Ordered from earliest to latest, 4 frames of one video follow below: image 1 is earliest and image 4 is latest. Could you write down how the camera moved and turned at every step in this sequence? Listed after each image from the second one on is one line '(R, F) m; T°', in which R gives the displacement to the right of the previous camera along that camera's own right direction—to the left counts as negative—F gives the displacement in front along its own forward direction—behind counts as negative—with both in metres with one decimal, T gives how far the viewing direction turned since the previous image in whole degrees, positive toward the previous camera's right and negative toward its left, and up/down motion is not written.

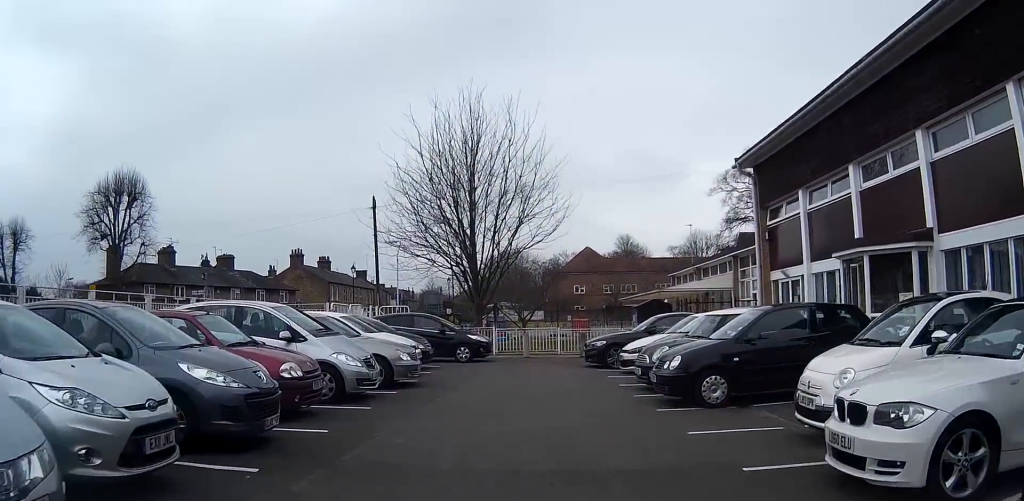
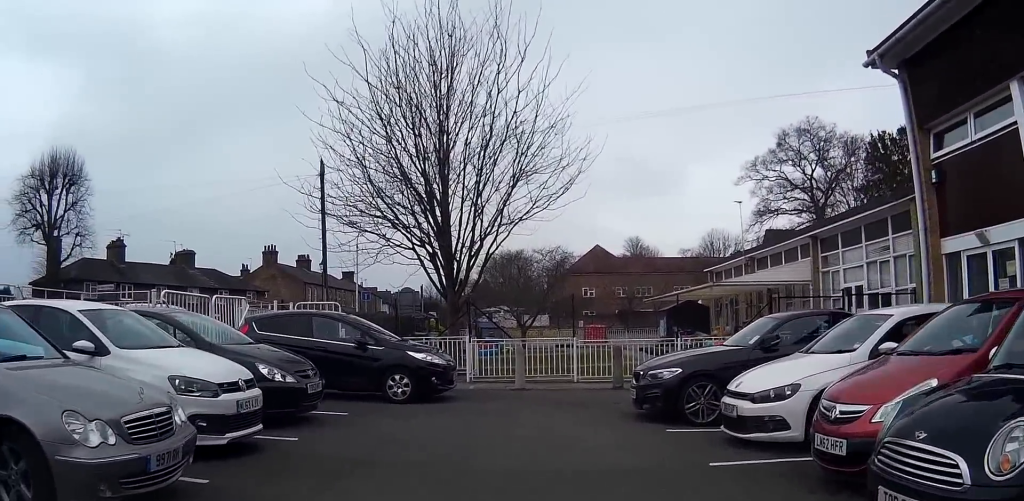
(-0.4, +10.7) m; -7°
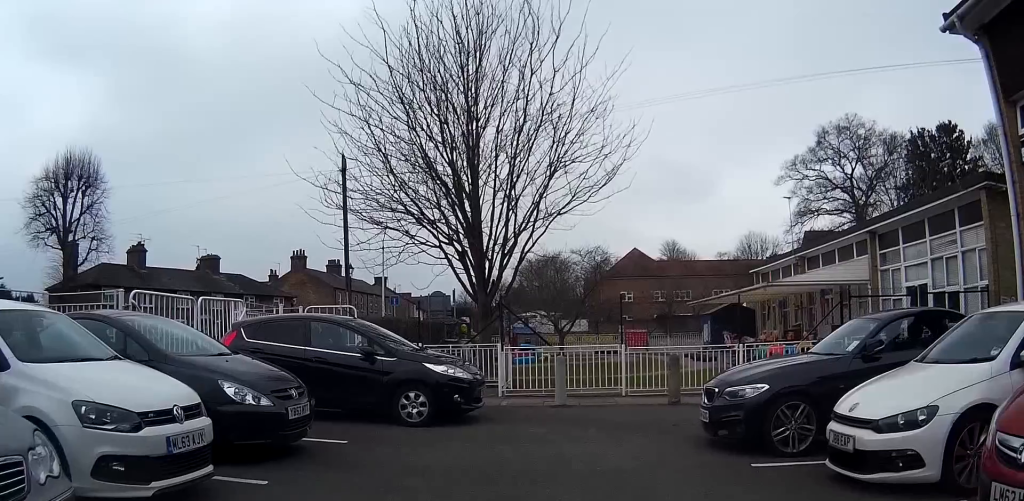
(-0.1, +2.2) m; -1°
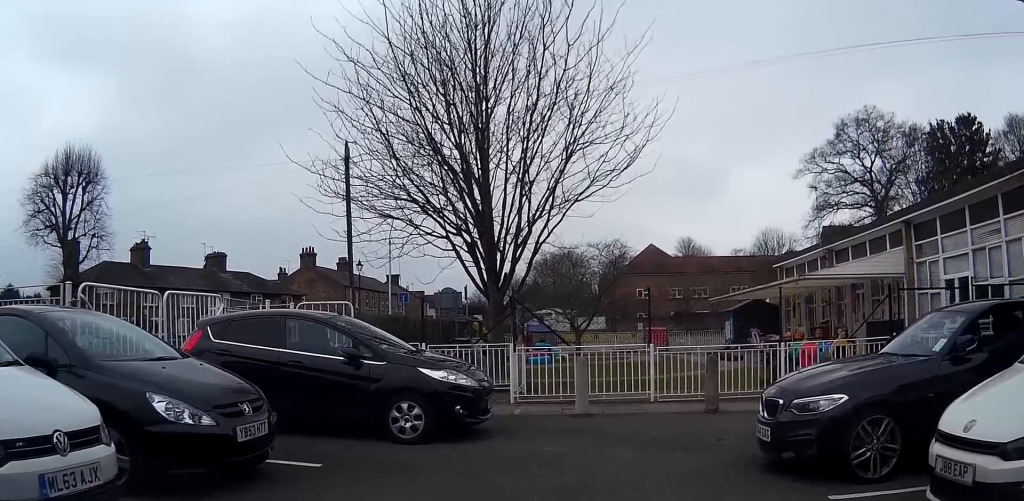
(0.0, +1.6) m; 0°
